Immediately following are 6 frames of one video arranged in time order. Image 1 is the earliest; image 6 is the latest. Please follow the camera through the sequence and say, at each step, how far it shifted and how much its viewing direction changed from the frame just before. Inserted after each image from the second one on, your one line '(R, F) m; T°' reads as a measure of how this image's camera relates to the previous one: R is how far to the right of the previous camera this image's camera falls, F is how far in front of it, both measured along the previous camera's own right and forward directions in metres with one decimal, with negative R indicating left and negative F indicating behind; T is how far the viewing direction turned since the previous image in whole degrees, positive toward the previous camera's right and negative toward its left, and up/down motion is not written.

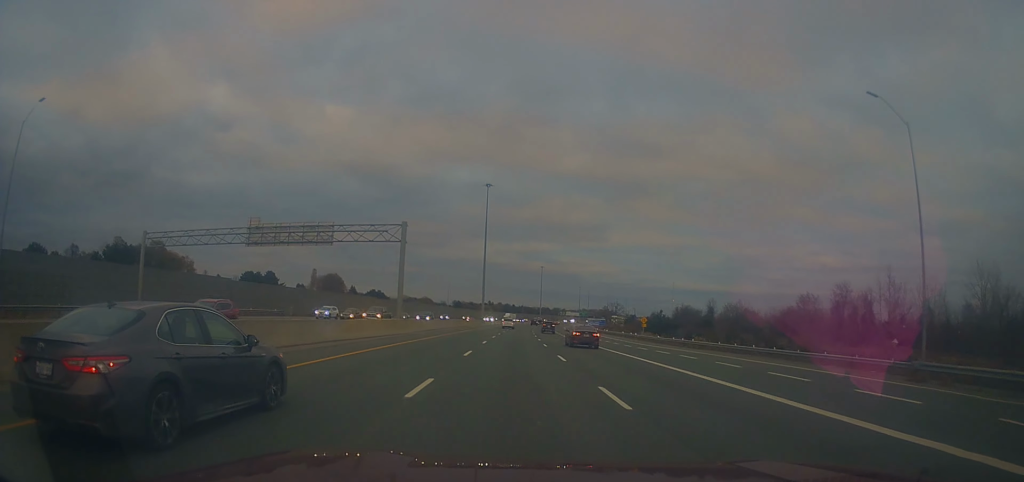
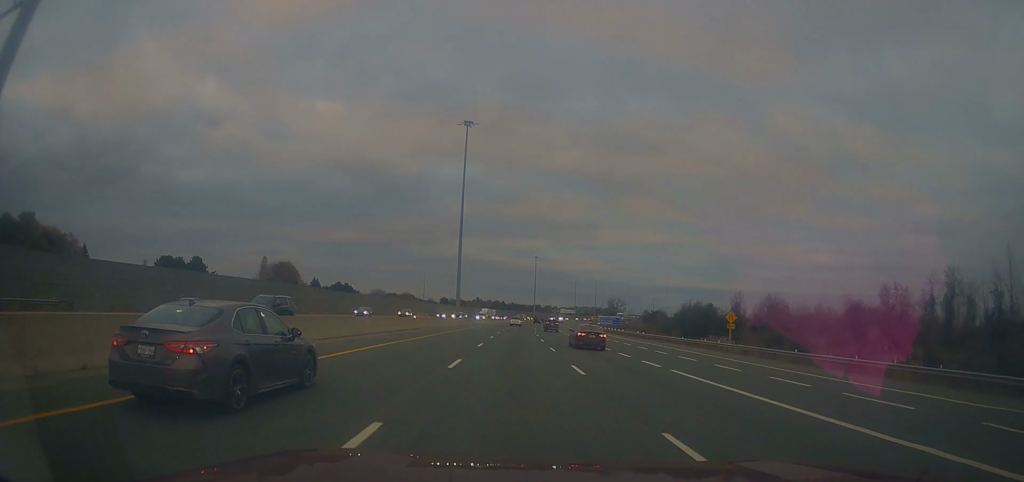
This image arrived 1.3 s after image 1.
(0.0, +41.5) m; +1°
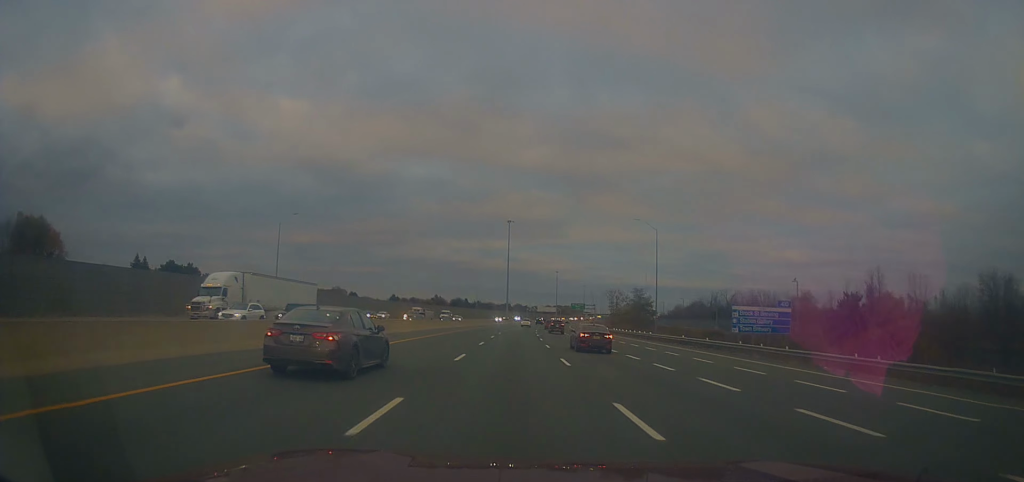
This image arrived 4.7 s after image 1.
(+2.6, +104.4) m; +3°
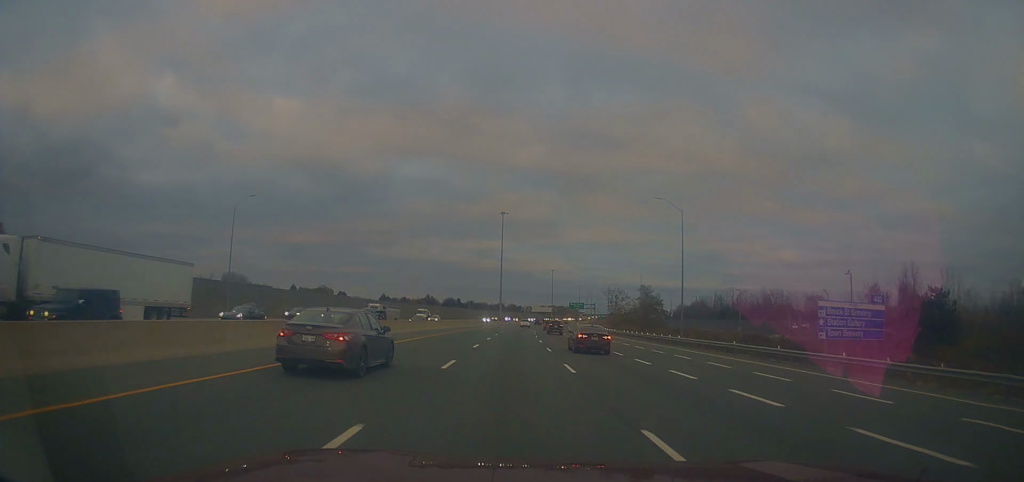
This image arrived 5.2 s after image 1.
(+0.1, +14.4) m; +1°
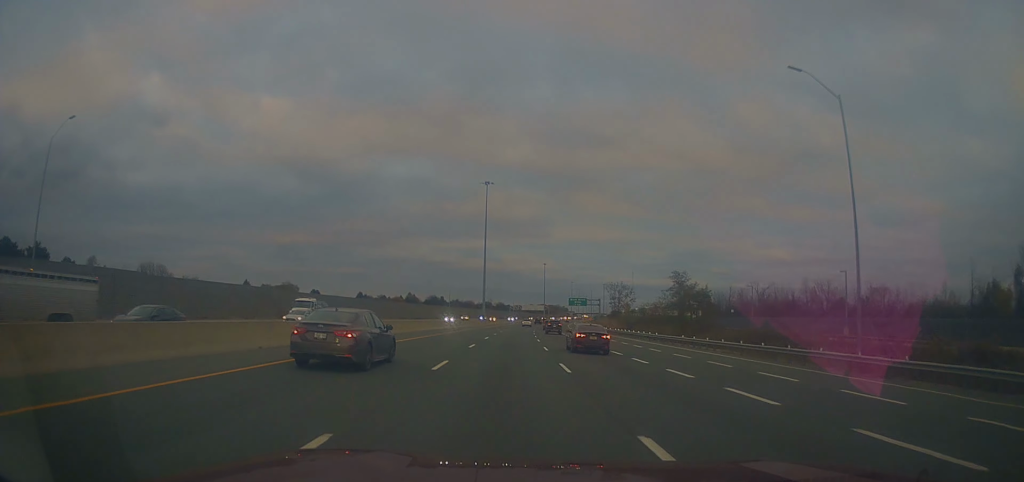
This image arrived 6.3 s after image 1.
(+0.3, +36.2) m; +1°
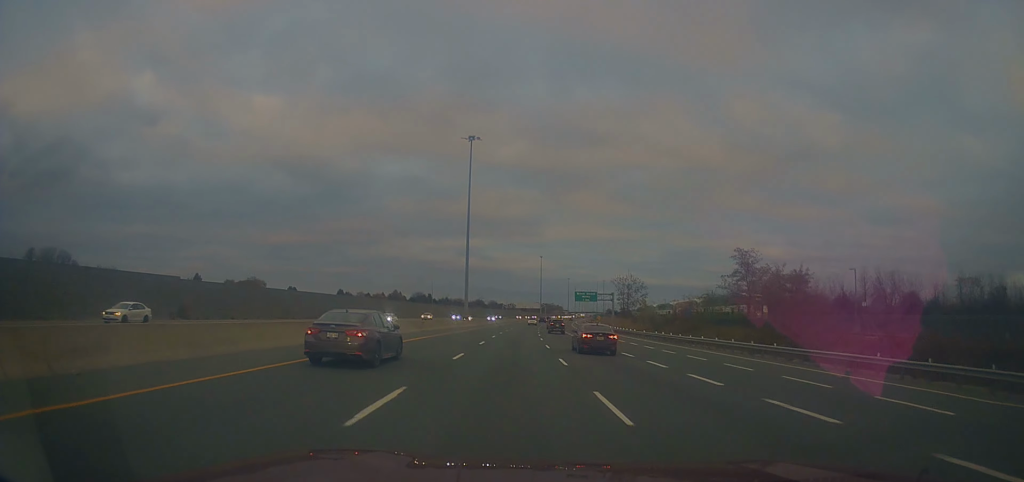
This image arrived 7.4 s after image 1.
(+0.3, +32.1) m; 0°
